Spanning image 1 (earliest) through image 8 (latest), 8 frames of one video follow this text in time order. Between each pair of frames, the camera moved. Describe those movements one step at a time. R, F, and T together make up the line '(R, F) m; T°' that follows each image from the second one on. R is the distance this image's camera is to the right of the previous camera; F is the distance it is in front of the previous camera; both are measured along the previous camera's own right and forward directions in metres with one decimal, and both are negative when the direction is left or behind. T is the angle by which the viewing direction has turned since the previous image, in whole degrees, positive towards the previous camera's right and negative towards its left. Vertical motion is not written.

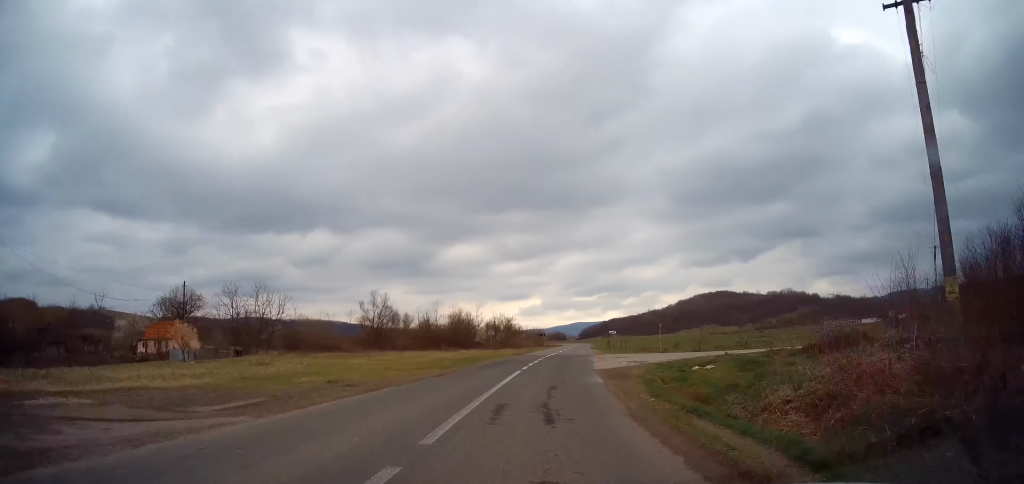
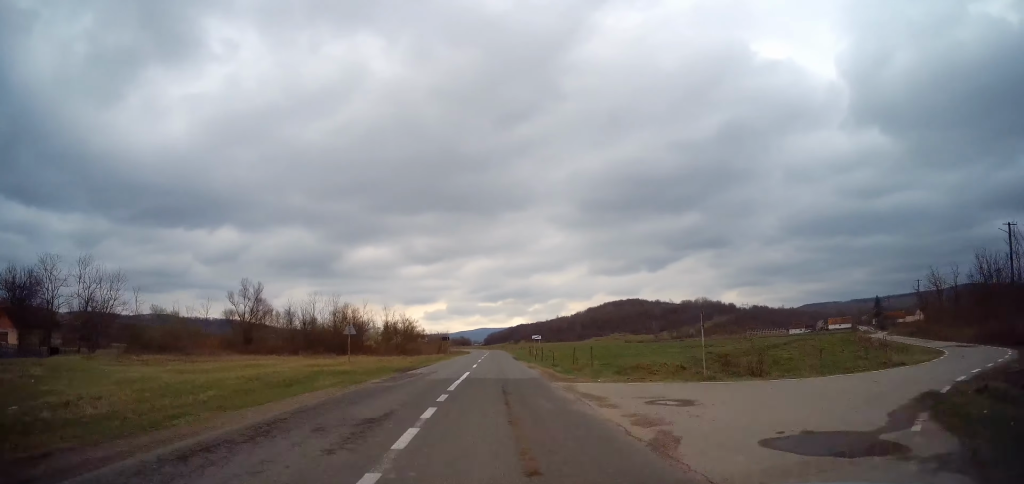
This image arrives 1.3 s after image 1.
(+2.2, +20.5) m; +10°
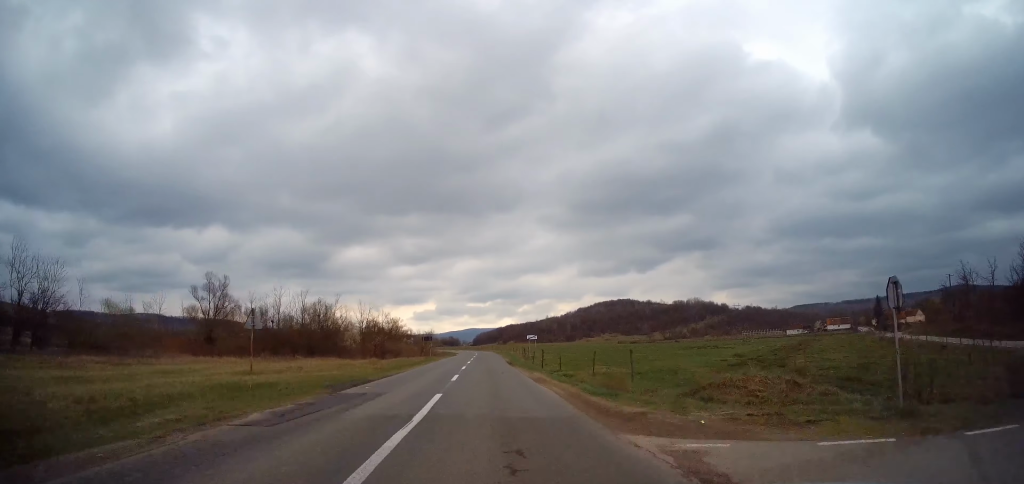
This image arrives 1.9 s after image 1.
(+0.2, +9.3) m; +1°
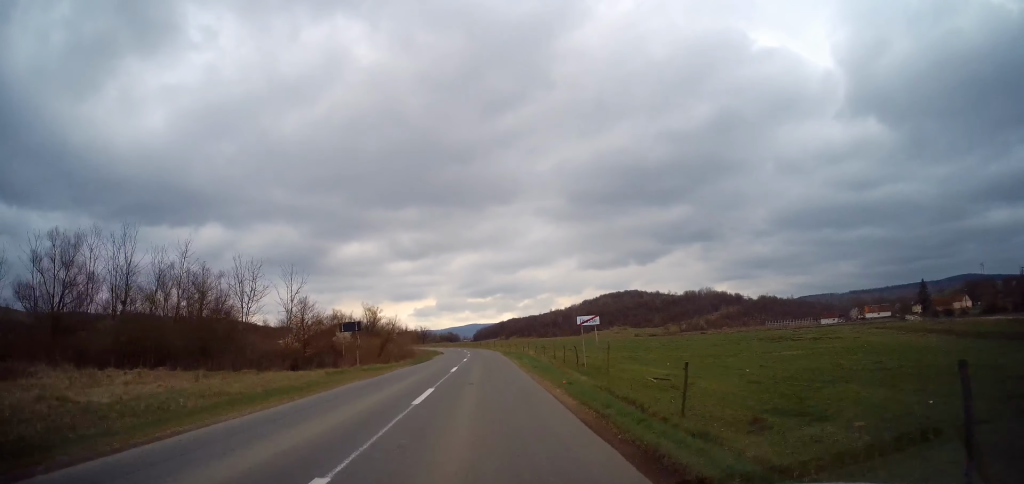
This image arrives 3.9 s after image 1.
(-0.1, +35.8) m; 0°
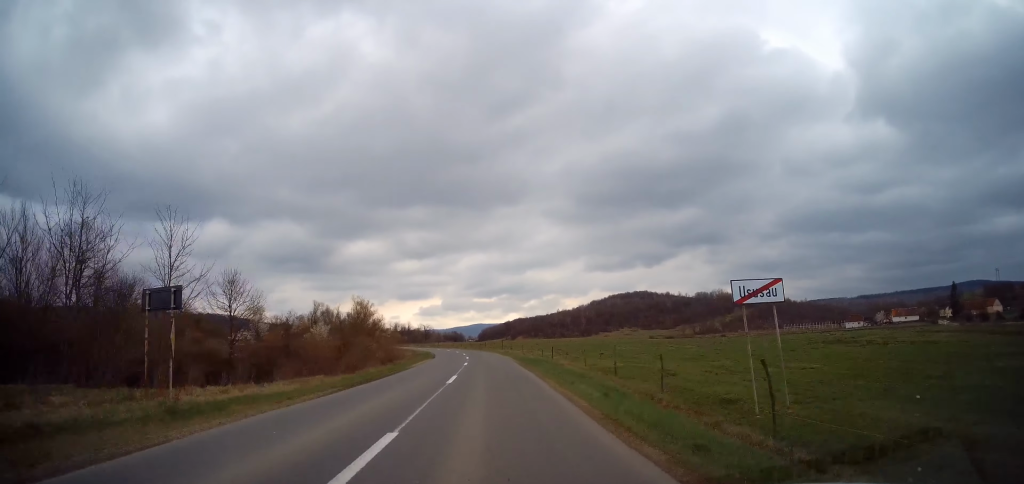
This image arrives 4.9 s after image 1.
(+0.1, +17.8) m; +1°
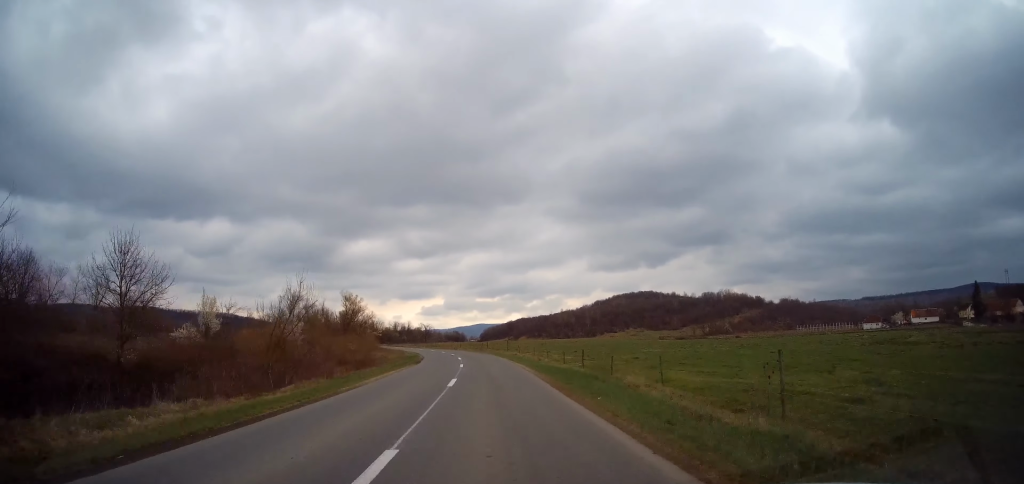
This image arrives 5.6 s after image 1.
(+0.1, +13.2) m; 0°
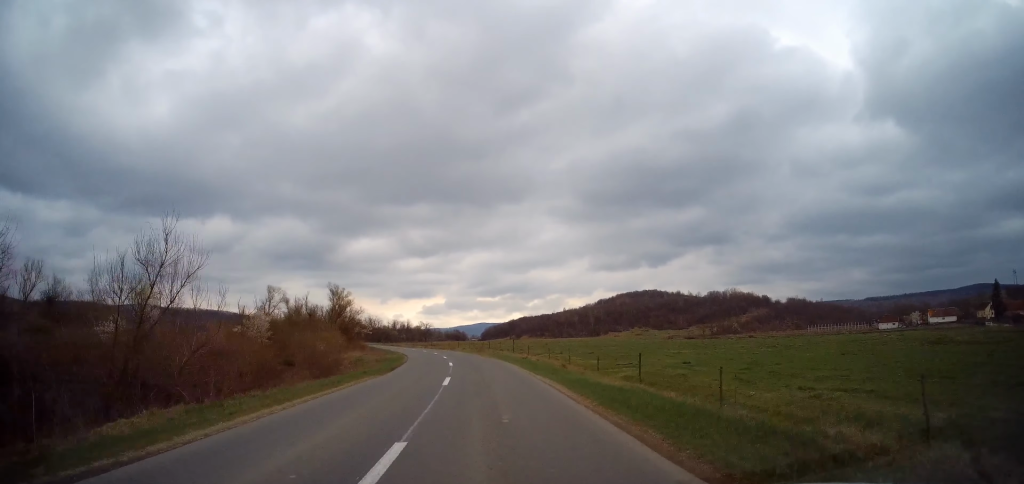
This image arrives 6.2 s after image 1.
(+0.1, +11.5) m; -1°
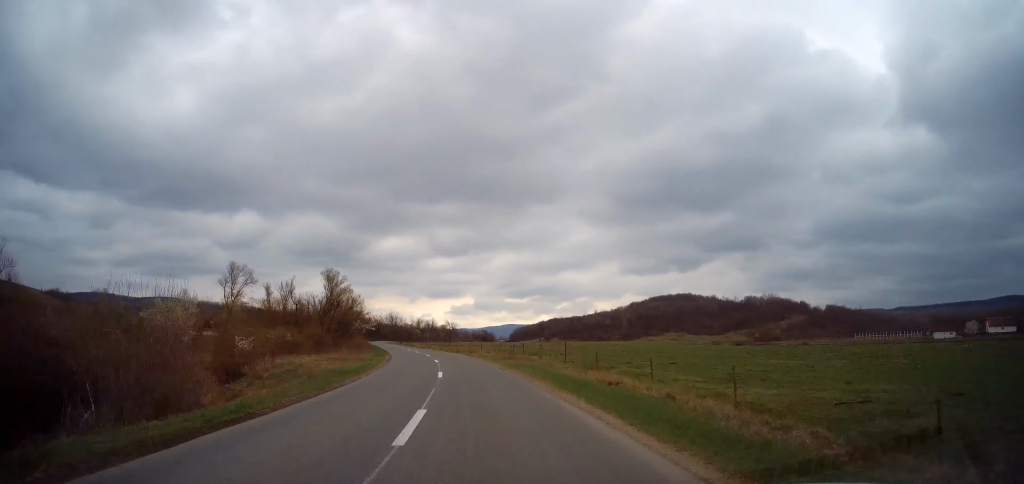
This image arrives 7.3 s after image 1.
(-0.6, +21.0) m; -5°
